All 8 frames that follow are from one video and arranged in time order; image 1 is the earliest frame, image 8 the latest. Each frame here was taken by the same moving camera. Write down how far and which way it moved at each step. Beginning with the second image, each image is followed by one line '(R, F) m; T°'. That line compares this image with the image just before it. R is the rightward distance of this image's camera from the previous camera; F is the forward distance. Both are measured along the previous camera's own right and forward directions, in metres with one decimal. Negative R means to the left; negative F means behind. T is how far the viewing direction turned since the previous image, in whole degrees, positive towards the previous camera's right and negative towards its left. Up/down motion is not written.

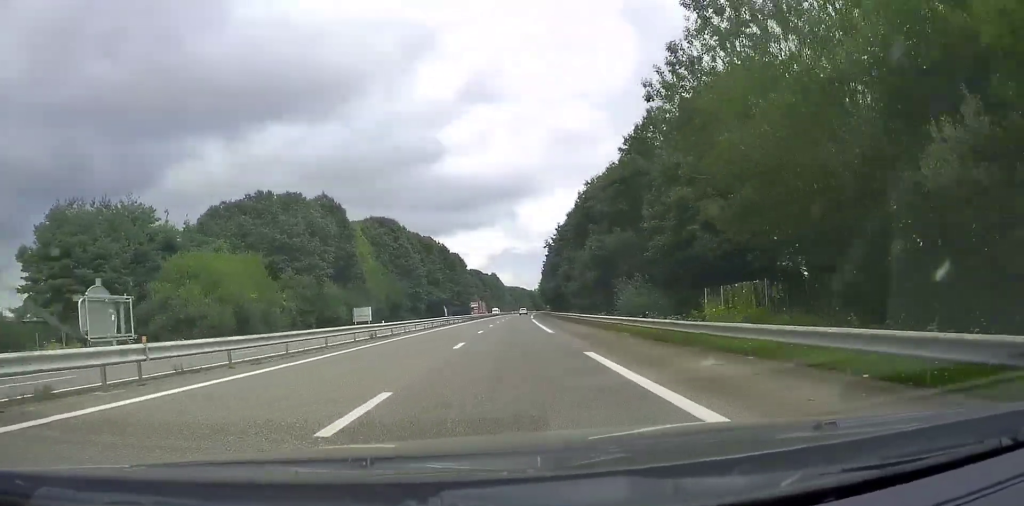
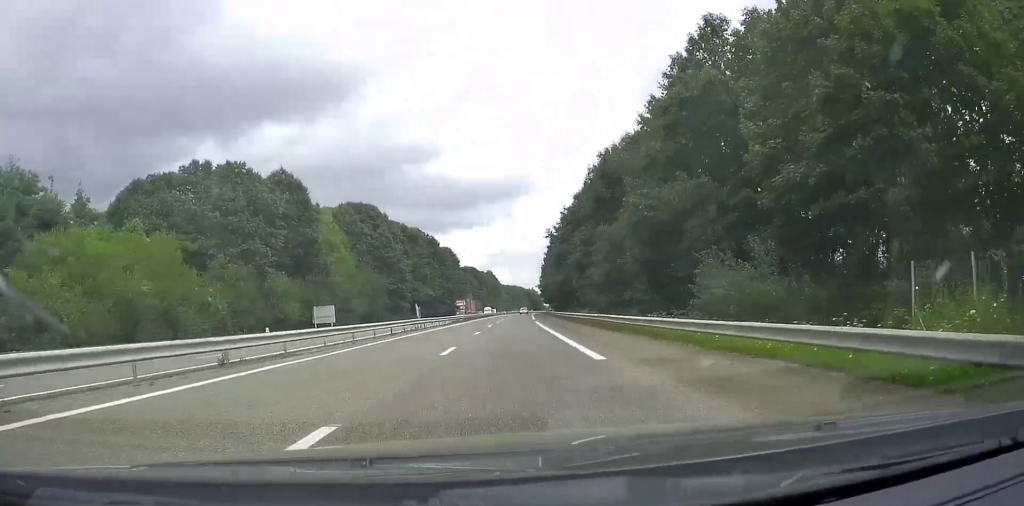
(-0.4, +16.1) m; 0°
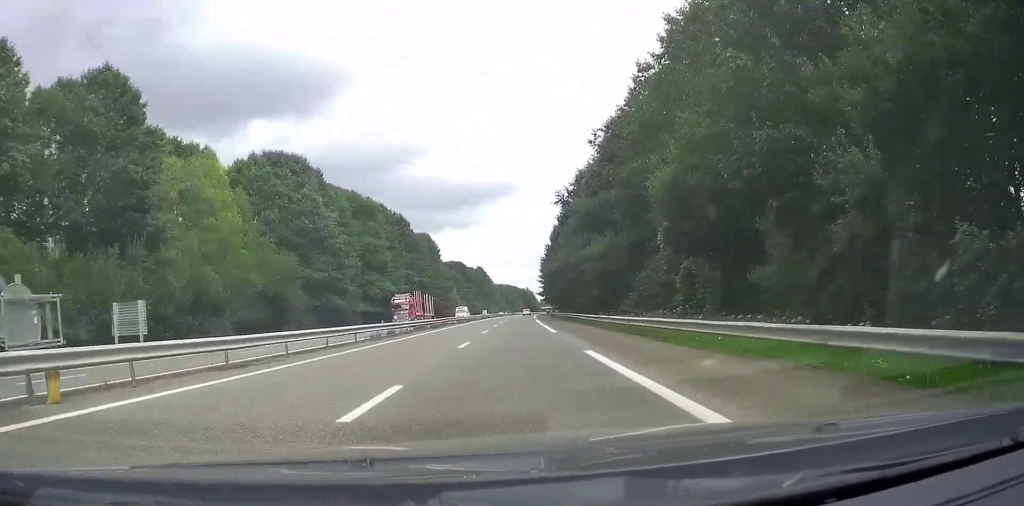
(+1.0, +35.9) m; +1°
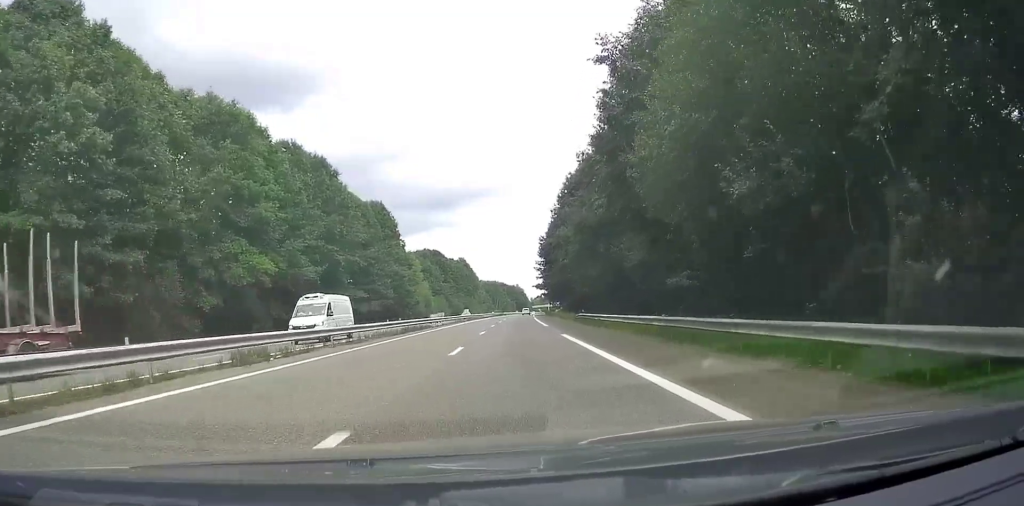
(-0.4, +43.1) m; 0°
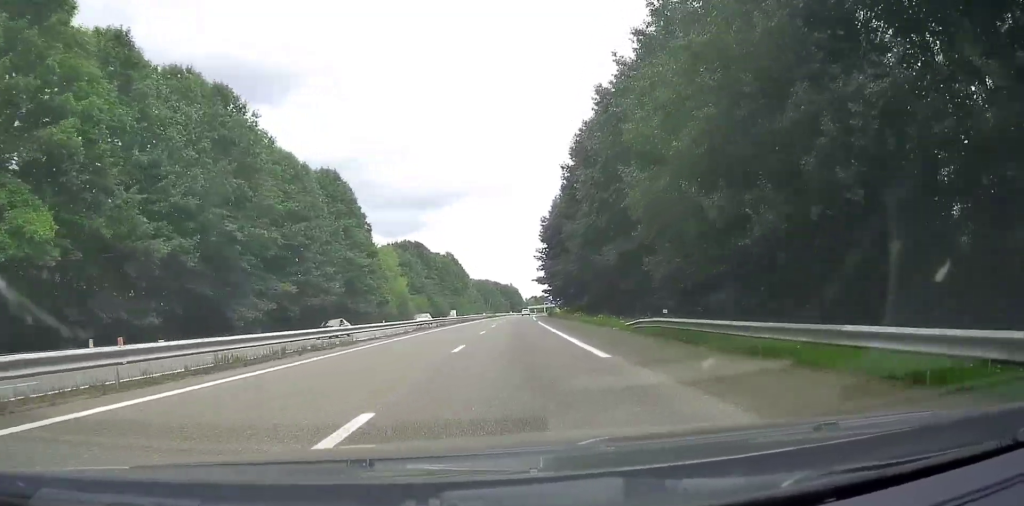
(+0.3, +25.0) m; +1°
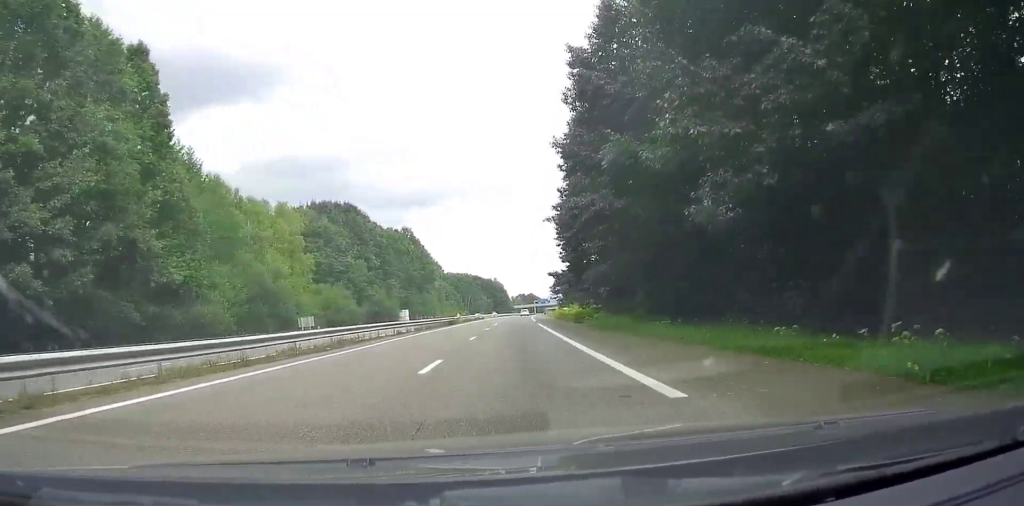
(+1.1, +57.9) m; +2°
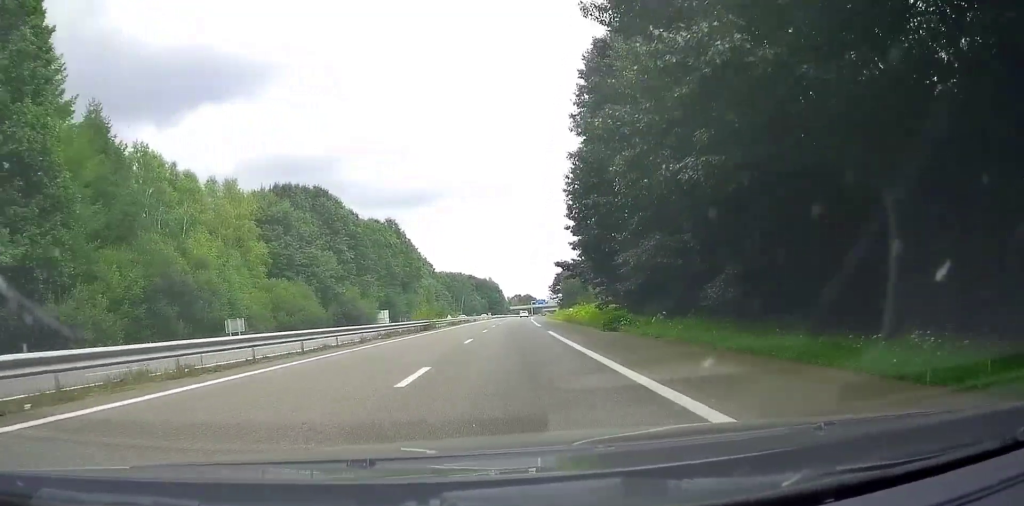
(-0.1, +15.0) m; 0°
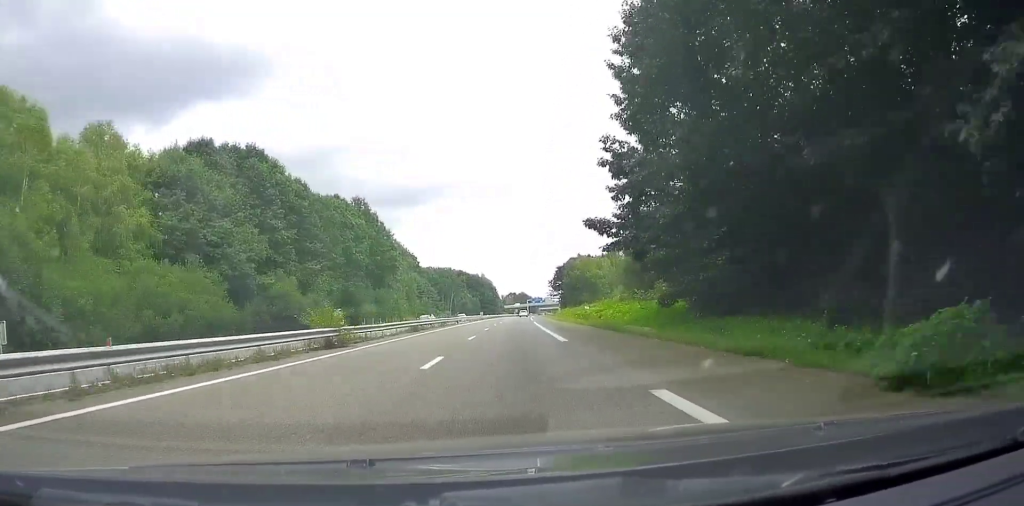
(+0.2, +23.4) m; +1°
